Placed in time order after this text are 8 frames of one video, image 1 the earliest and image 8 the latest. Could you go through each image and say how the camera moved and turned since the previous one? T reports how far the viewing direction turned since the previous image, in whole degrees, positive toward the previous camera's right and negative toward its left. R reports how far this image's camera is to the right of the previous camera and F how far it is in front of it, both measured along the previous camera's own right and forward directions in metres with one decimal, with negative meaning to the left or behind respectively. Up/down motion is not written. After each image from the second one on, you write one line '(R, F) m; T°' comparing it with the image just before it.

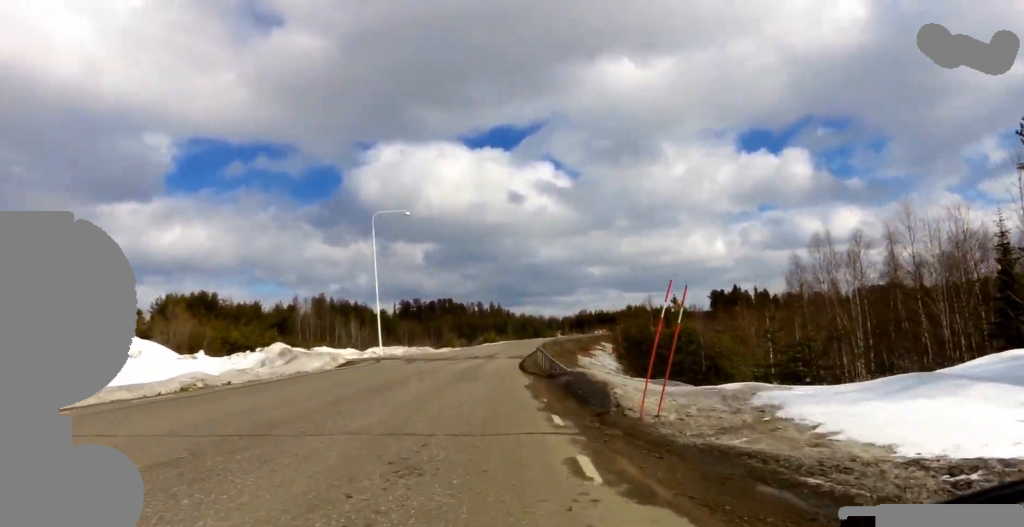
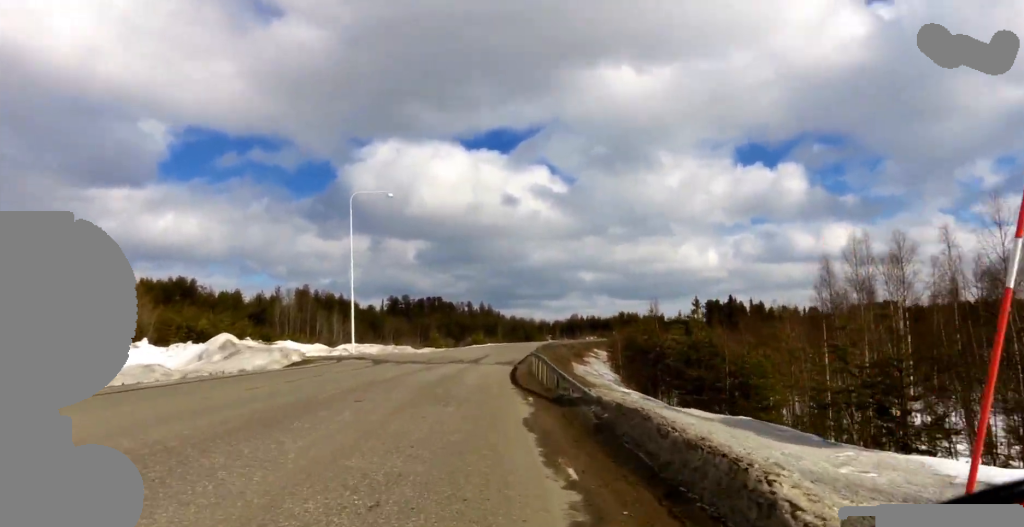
(-0.1, +5.6) m; -1°
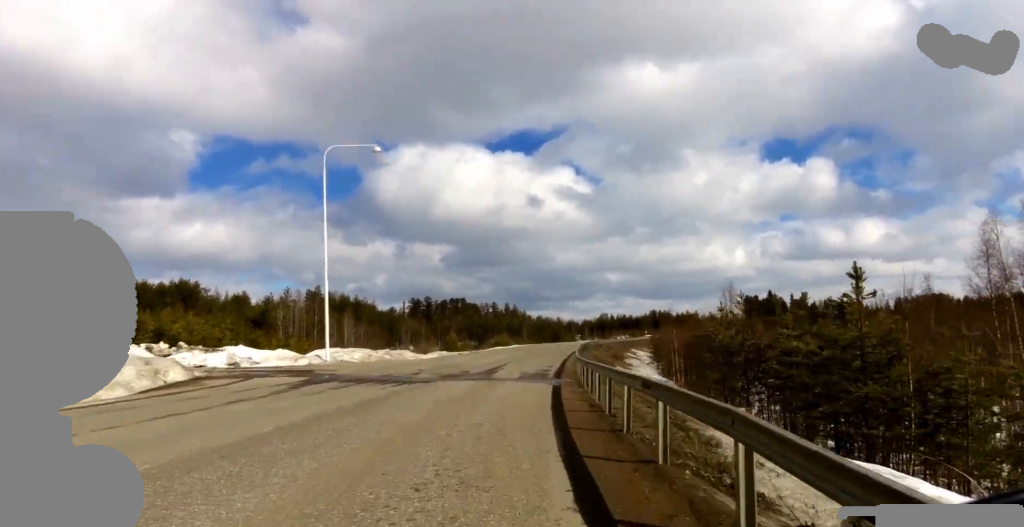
(-0.7, +11.6) m; -9°
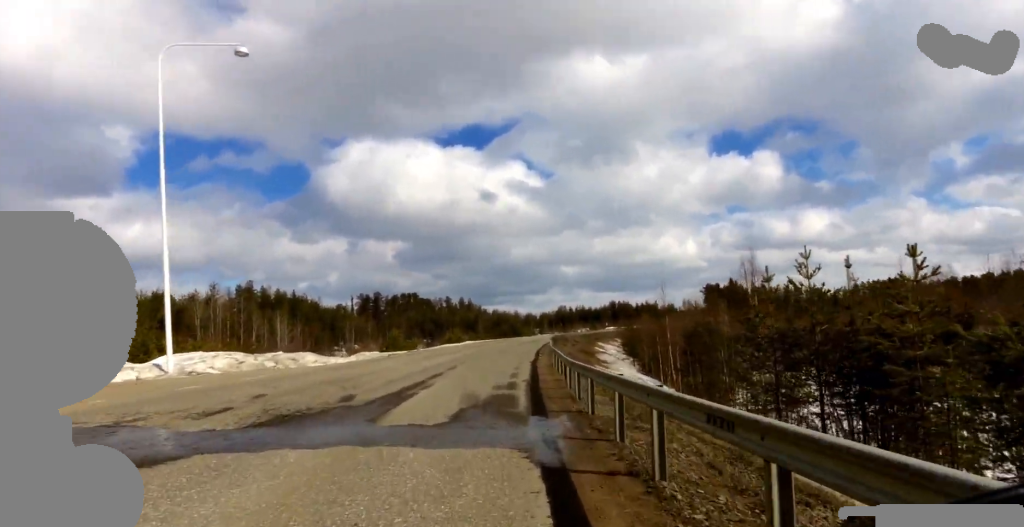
(-0.2, +10.9) m; +5°
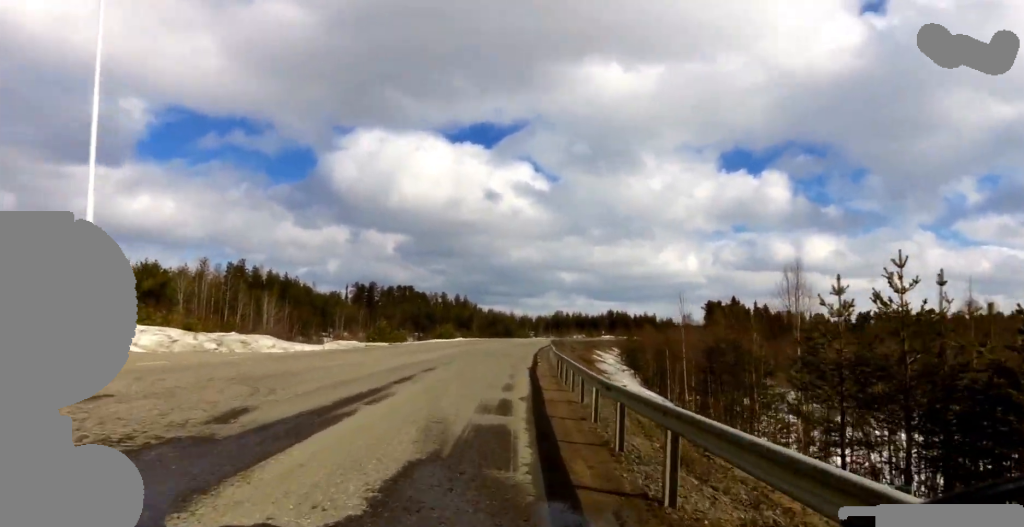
(+0.3, +4.3) m; +4°
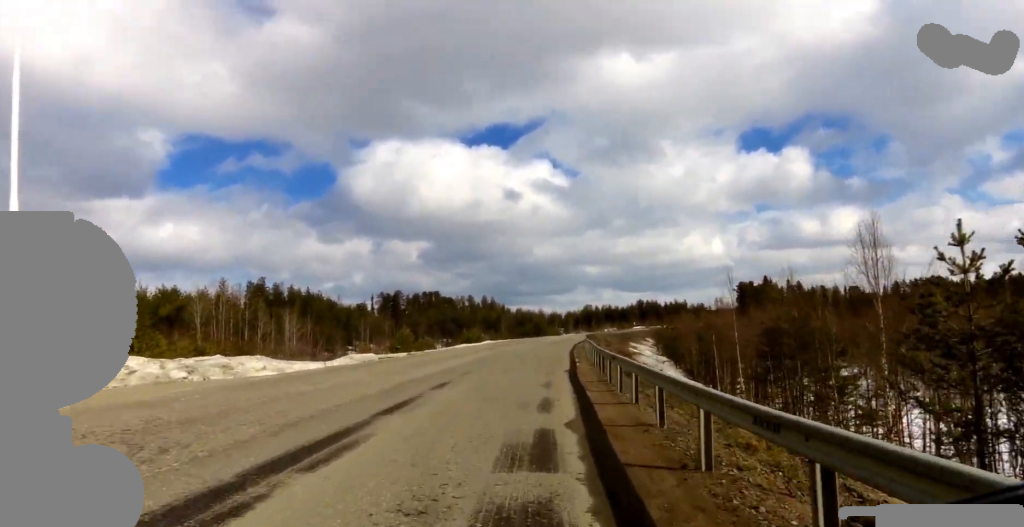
(0.0, +3.4) m; 0°
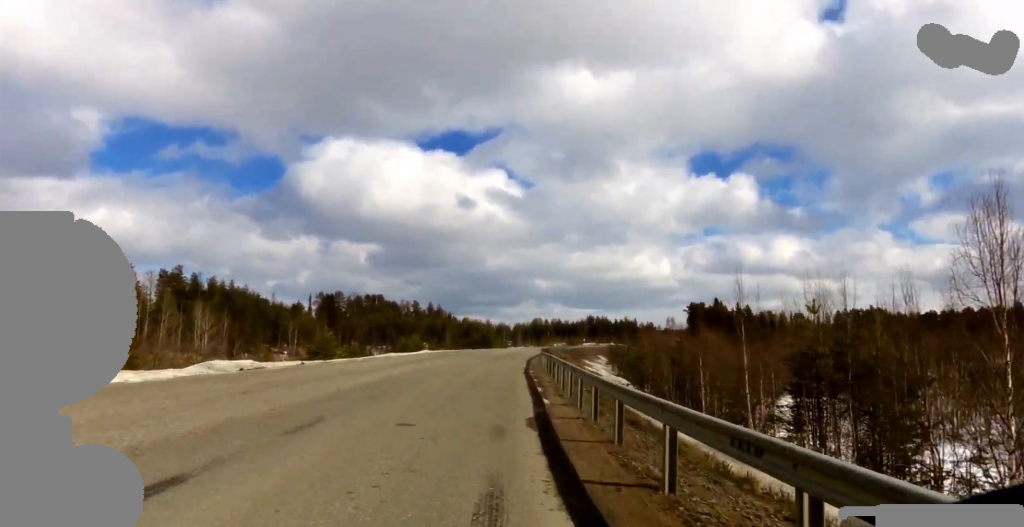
(0.0, +8.1) m; 0°
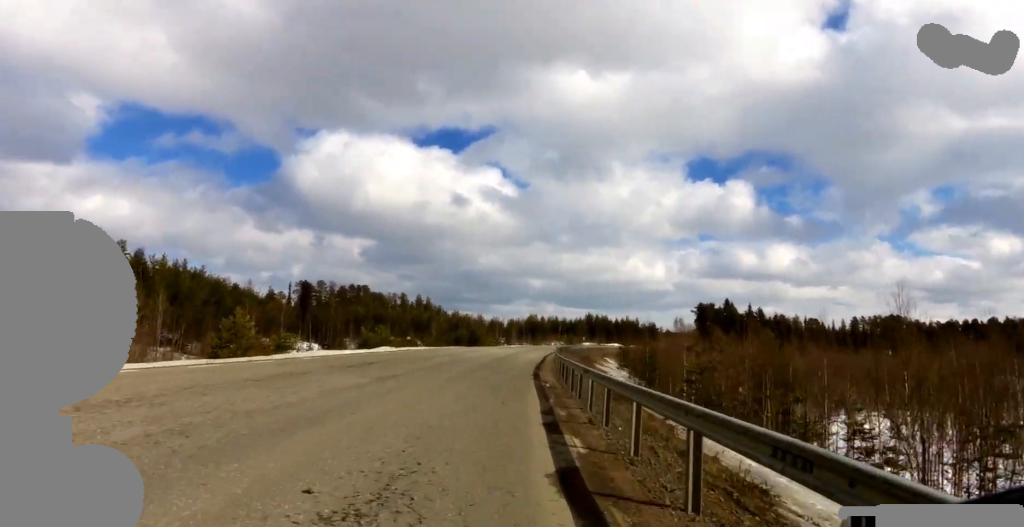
(-0.3, +15.8) m; -2°
